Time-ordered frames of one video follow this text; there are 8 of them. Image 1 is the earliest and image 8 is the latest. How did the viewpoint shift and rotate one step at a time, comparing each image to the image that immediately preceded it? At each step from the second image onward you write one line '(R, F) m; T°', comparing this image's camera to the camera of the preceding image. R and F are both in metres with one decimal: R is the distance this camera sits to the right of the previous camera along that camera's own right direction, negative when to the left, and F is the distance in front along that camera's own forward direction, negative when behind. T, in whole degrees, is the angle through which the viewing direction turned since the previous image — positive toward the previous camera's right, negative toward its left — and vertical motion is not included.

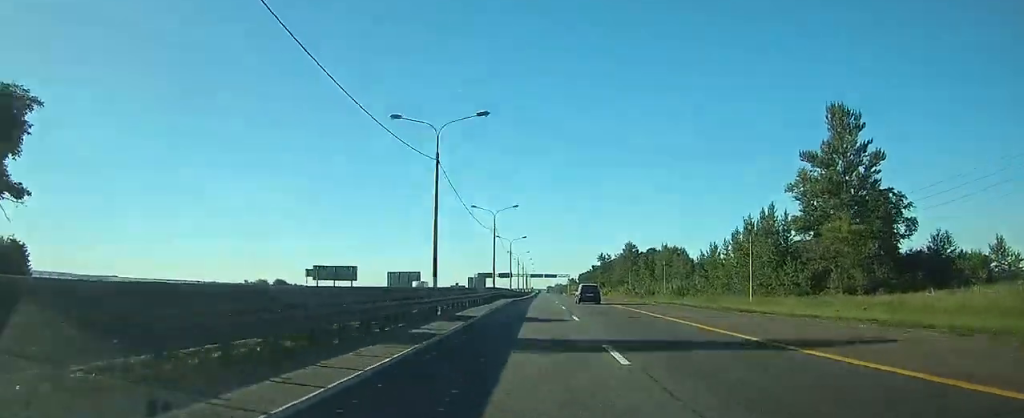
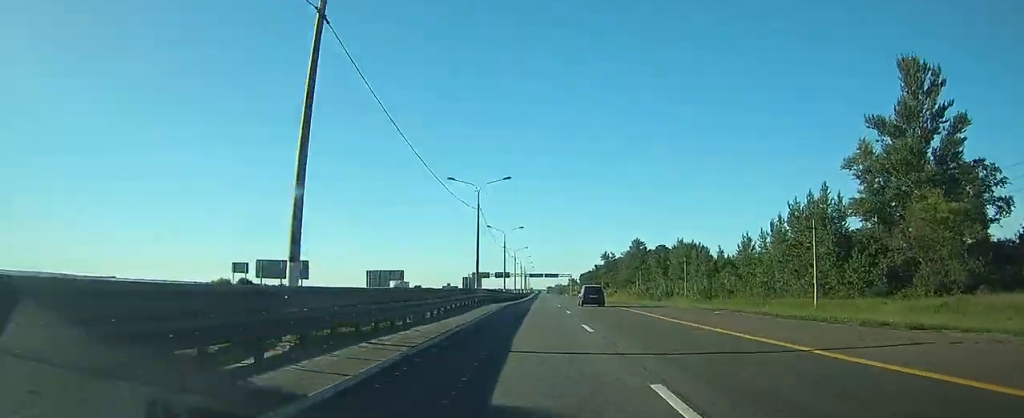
(0.0, +17.2) m; 0°
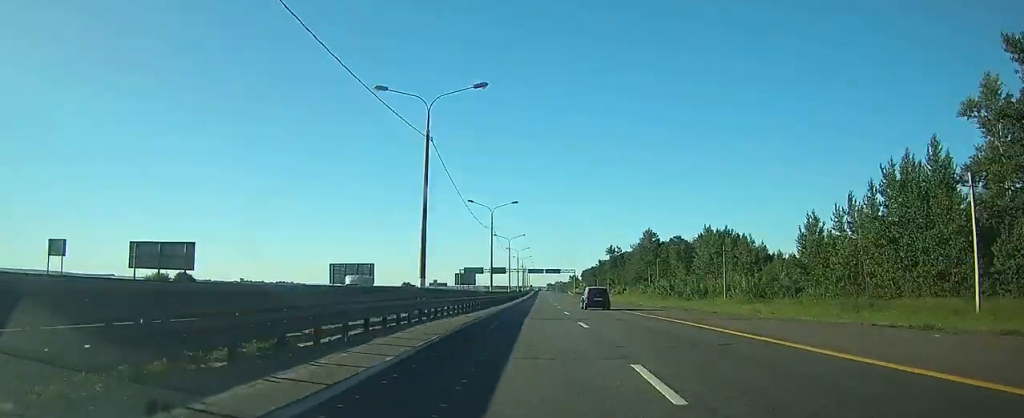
(0.0, +22.4) m; 0°
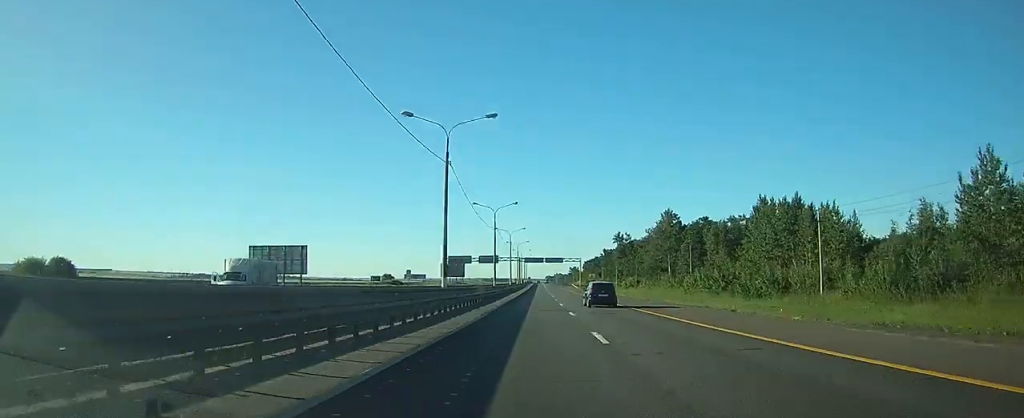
(0.0, +29.6) m; 0°
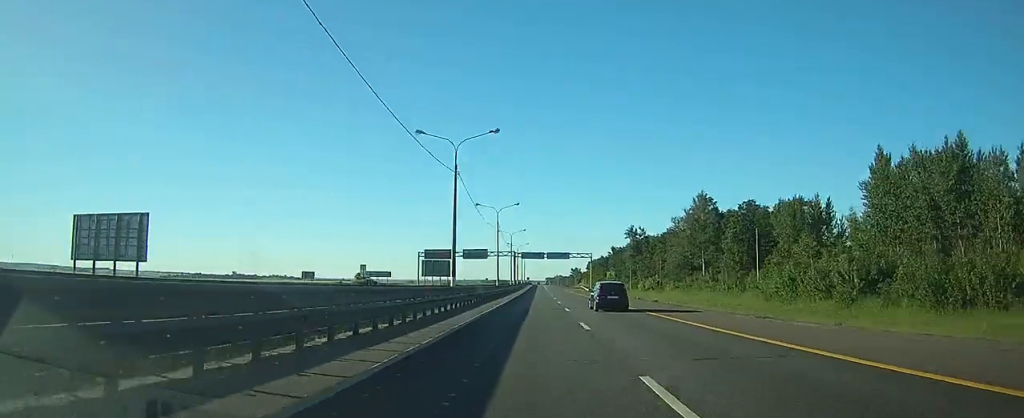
(+0.1, +31.9) m; 0°
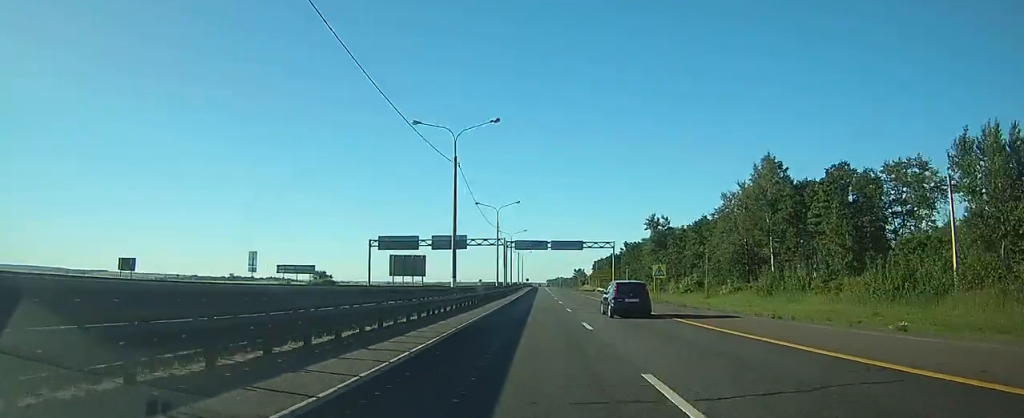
(+0.1, +36.1) m; 0°
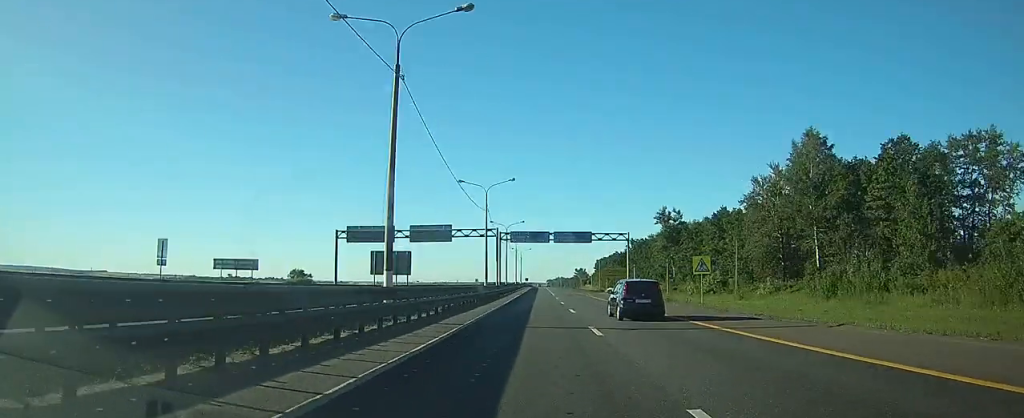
(0.0, +14.5) m; 0°
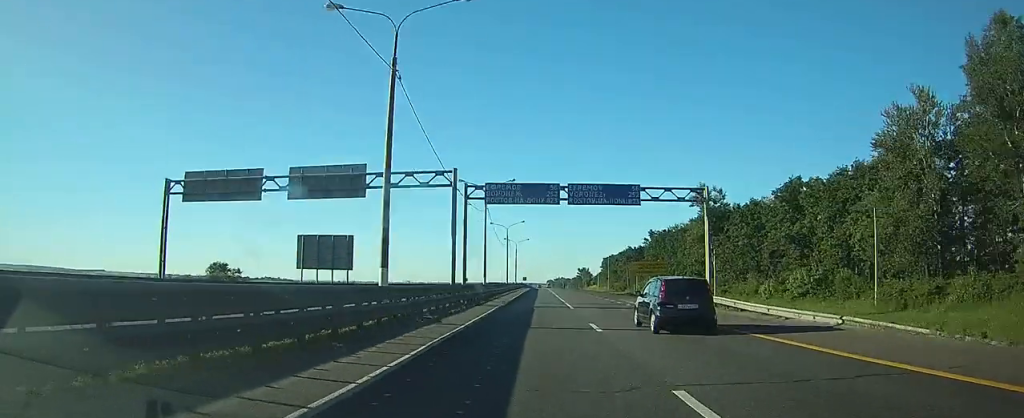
(-0.1, +35.1) m; 0°
